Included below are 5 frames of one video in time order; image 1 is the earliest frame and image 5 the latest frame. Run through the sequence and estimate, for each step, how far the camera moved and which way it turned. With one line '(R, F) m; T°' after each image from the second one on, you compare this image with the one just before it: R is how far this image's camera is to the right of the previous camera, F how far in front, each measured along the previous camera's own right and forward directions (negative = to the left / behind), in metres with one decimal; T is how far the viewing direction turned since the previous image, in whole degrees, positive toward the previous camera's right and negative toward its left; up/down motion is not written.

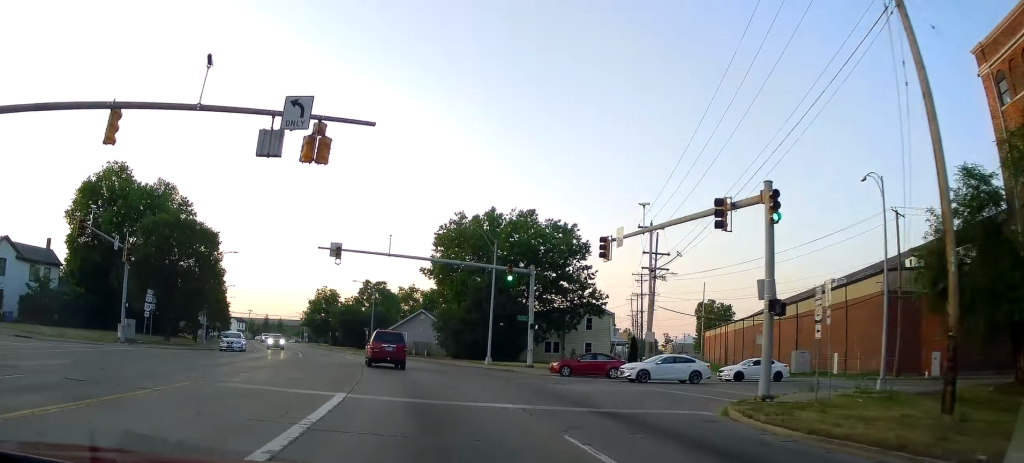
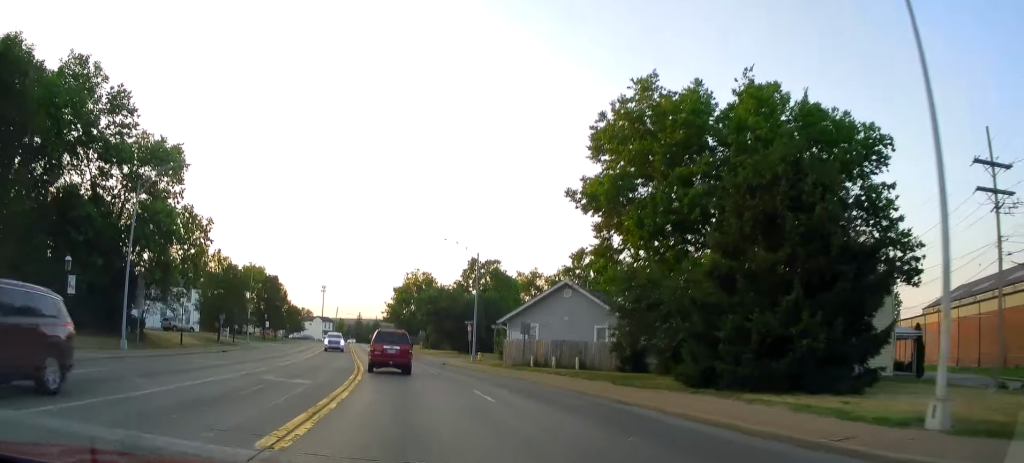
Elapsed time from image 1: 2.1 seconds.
(-1.9, +38.1) m; -8°
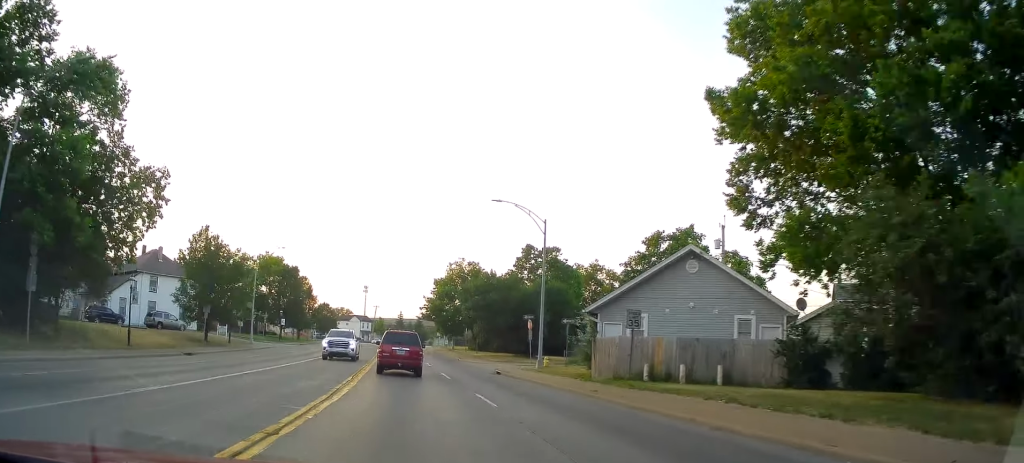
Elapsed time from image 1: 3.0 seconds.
(-0.7, +16.4) m; -3°
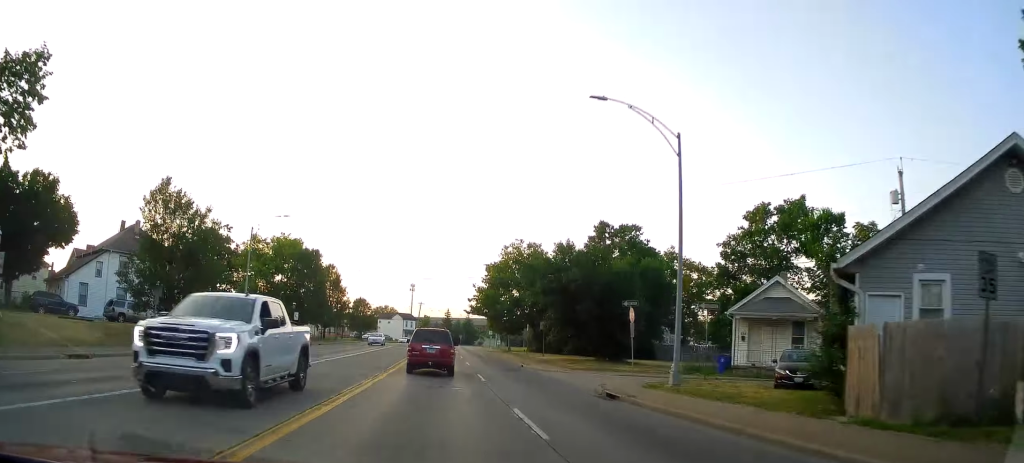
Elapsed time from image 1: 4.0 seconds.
(-0.3, +17.6) m; -2°
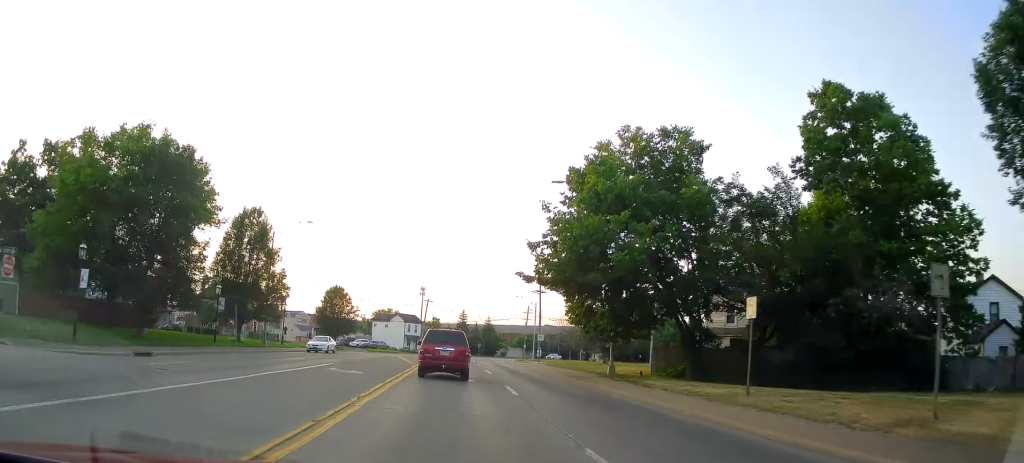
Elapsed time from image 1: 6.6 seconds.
(-2.3, +45.7) m; -4°
